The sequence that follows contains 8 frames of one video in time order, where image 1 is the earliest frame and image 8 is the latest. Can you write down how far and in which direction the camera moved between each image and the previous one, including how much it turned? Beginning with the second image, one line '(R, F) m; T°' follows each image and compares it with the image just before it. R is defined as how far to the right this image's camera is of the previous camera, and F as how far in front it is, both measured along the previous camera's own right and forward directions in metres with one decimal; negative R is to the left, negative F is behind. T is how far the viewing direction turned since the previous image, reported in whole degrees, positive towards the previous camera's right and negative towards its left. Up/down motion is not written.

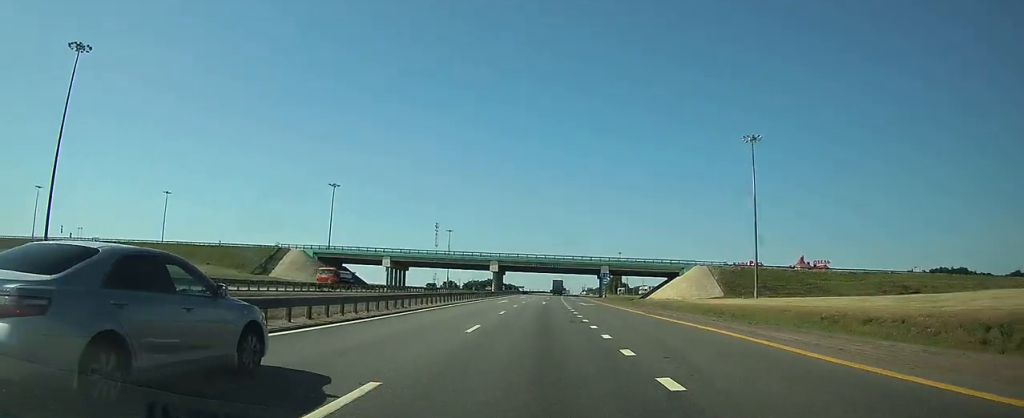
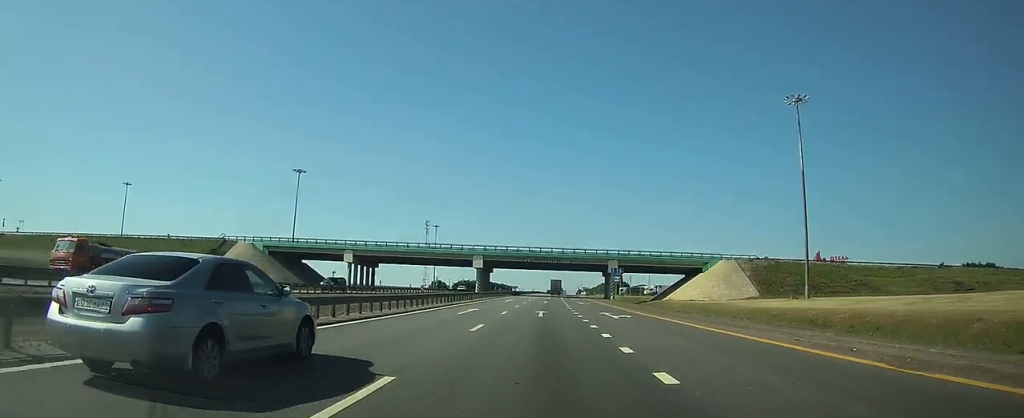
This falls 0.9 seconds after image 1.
(-0.2, +26.9) m; 0°
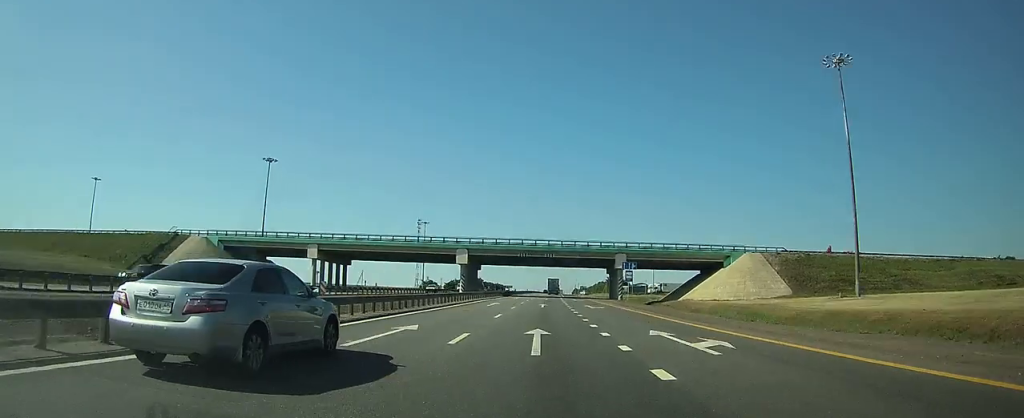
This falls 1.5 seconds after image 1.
(0.0, +17.2) m; 0°
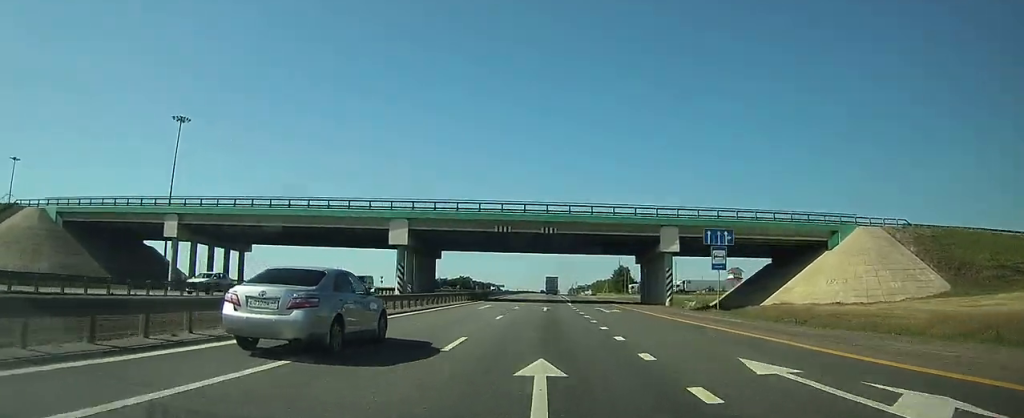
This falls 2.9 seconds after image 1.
(+0.3, +39.4) m; +1°
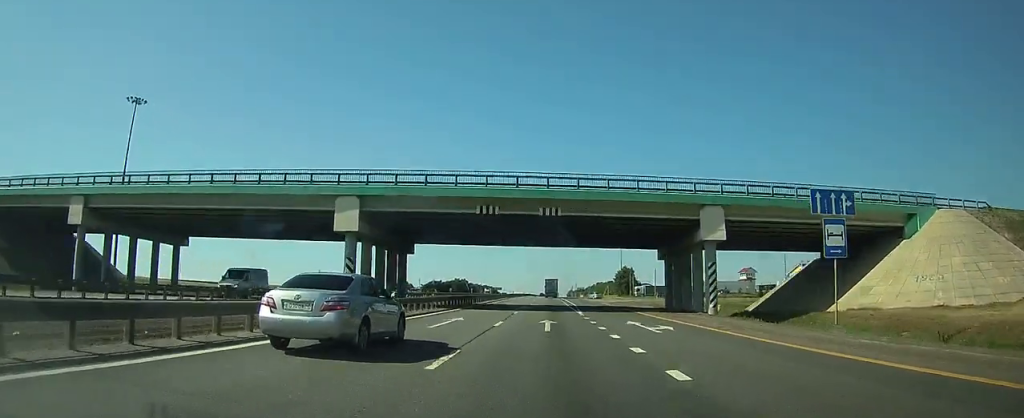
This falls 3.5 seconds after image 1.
(0.0, +14.2) m; 0°
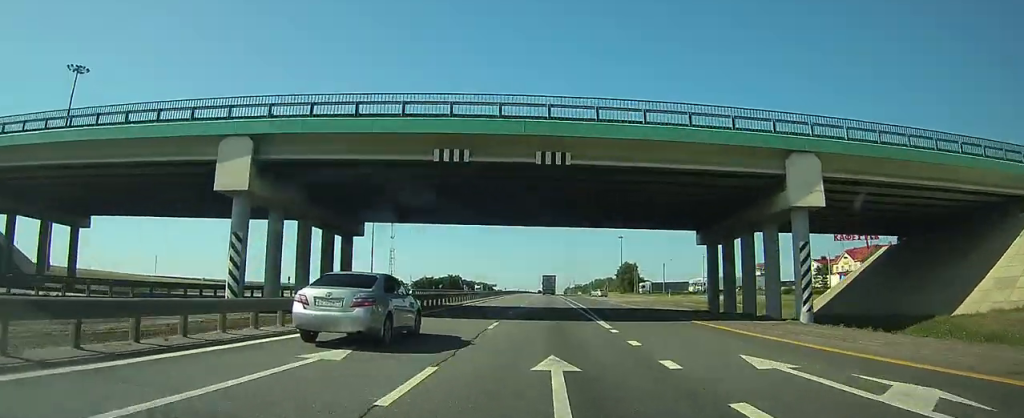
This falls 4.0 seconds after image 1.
(0.0, +14.9) m; 0°
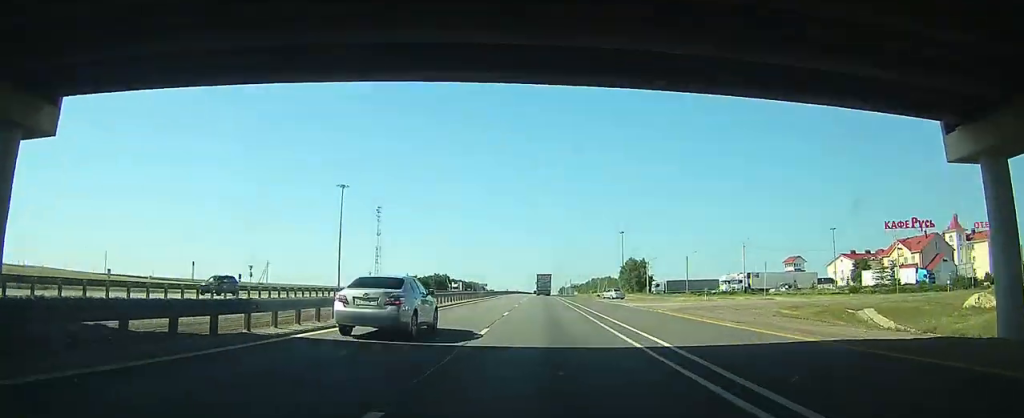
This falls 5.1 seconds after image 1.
(+0.2, +27.2) m; 0°
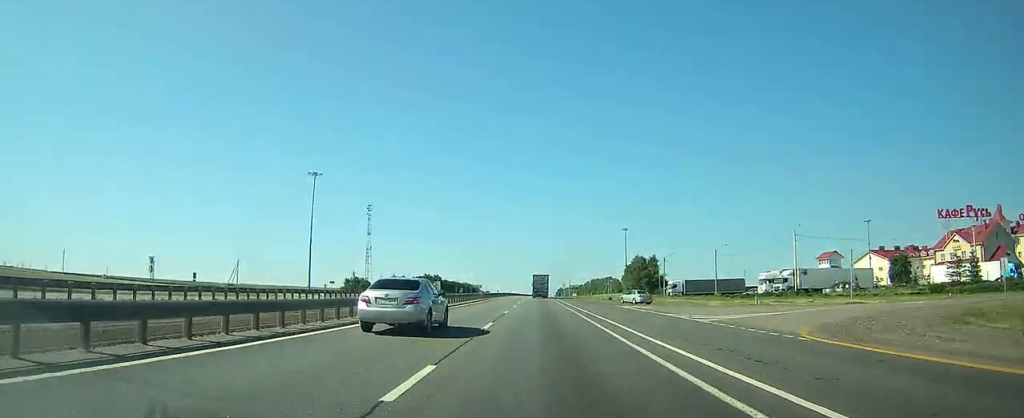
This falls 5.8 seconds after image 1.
(0.0, +20.2) m; 0°
